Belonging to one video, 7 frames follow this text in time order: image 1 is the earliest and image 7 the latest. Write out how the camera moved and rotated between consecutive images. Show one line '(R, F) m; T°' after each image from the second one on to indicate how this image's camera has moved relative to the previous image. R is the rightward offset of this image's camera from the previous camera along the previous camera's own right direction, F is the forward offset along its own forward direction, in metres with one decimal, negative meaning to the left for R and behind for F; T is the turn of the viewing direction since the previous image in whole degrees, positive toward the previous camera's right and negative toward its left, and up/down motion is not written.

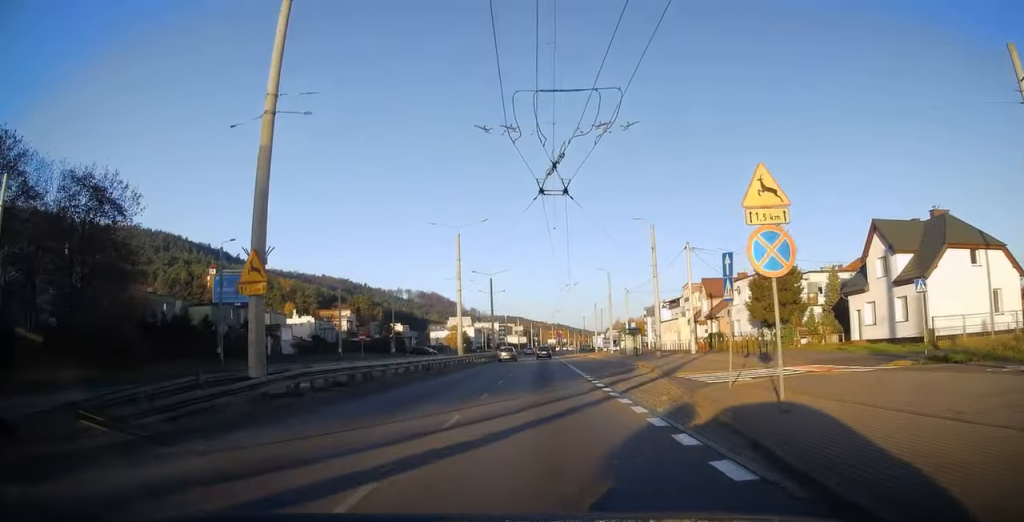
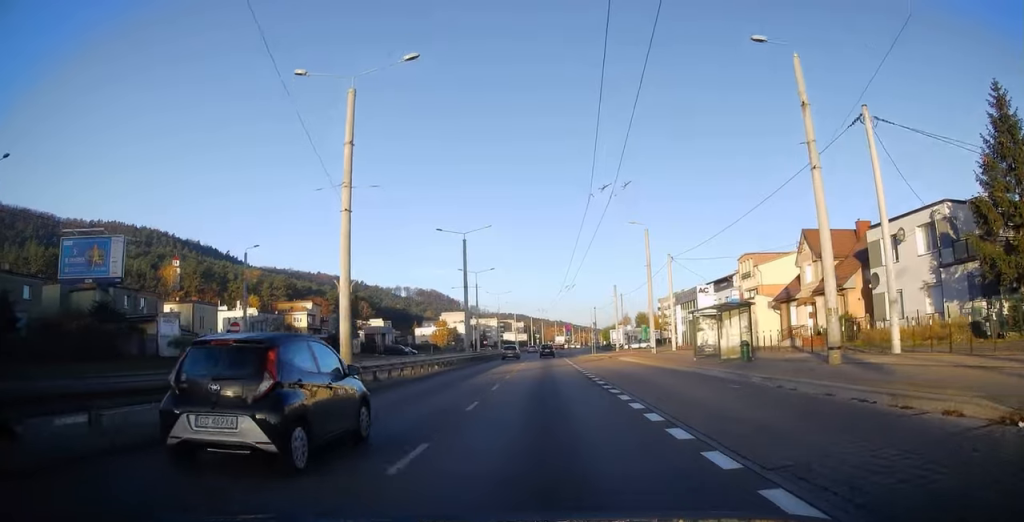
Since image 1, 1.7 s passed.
(+0.8, +27.5) m; +1°
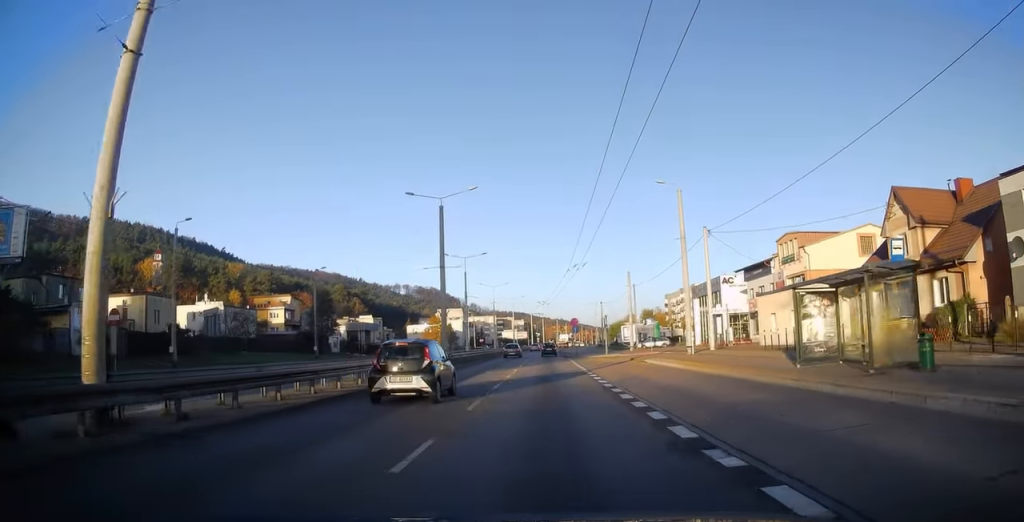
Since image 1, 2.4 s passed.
(-0.1, +11.9) m; 0°
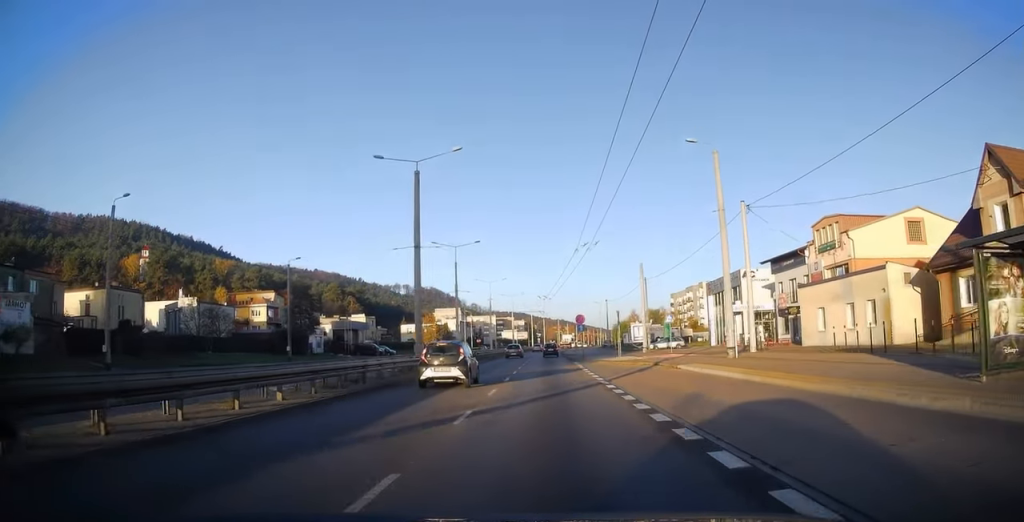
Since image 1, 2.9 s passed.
(-0.2, +8.1) m; 0°
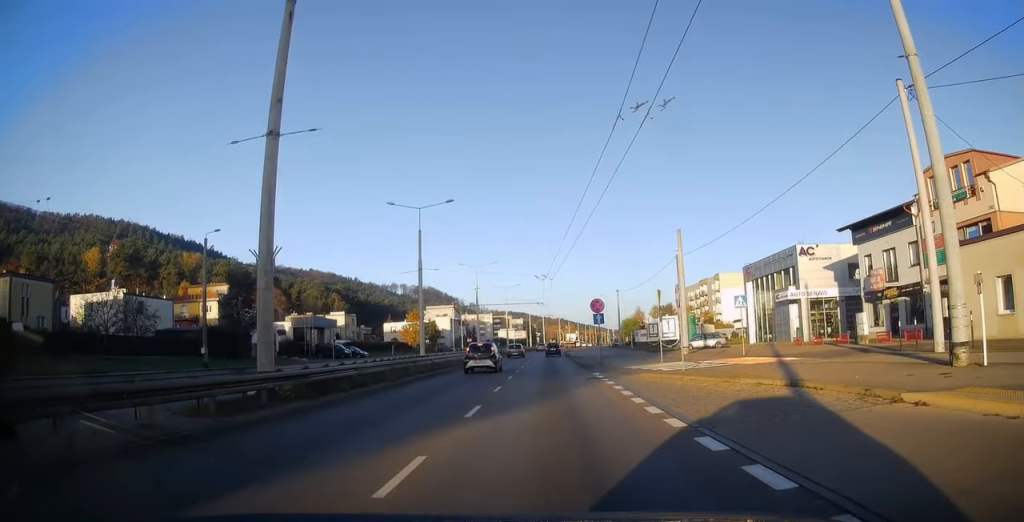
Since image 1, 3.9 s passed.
(+0.4, +17.0) m; +1°
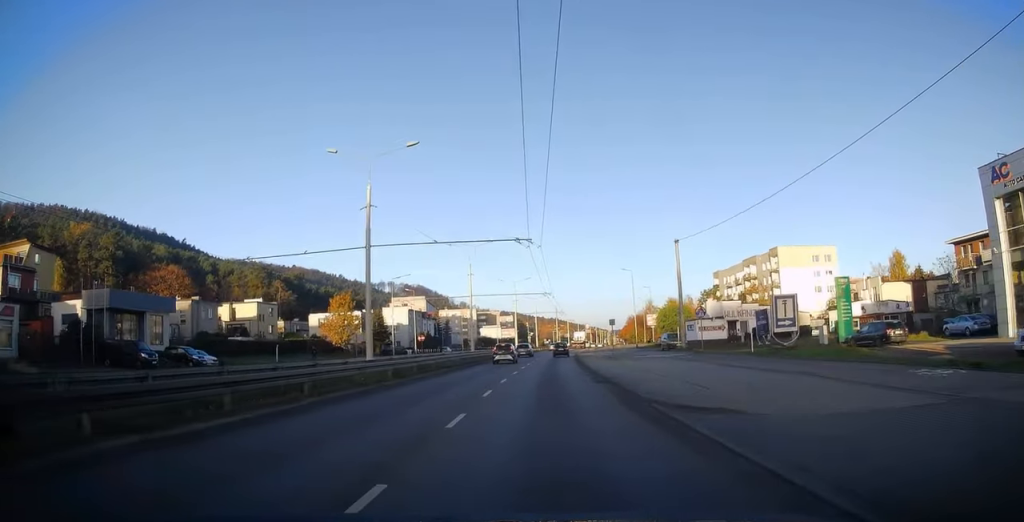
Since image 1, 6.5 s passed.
(-0.4, +43.5) m; 0°
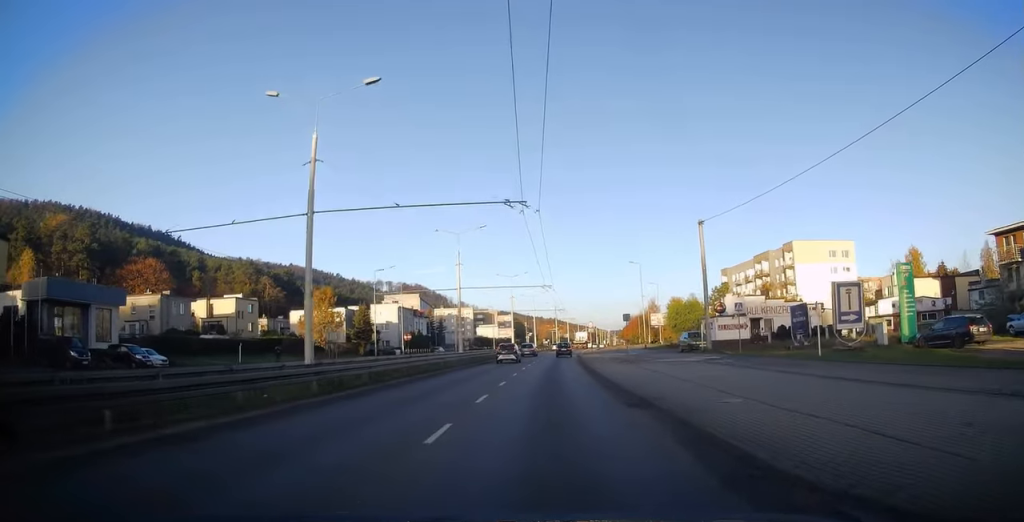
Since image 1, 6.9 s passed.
(-0.3, +7.5) m; +1°
